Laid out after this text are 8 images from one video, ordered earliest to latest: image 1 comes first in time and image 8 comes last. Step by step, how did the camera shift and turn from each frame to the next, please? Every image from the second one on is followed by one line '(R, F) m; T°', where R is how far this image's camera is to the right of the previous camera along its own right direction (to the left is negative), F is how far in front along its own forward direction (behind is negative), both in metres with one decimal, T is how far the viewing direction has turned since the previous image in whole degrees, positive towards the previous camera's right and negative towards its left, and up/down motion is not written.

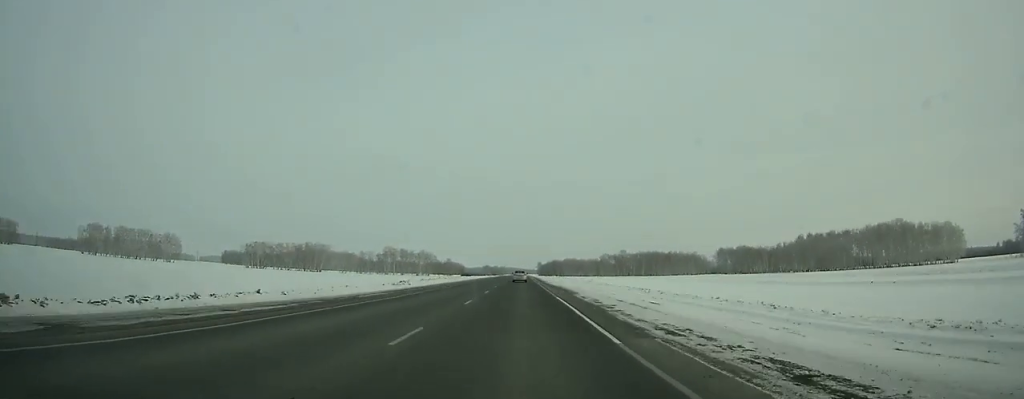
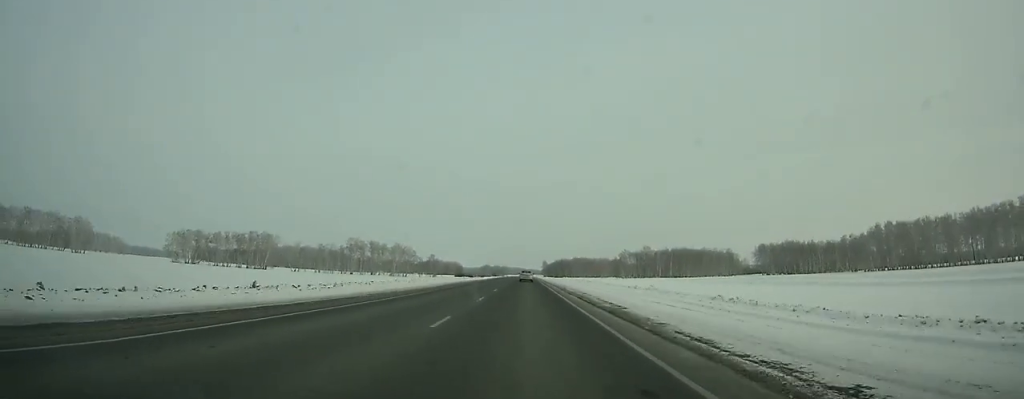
(-0.1, +81.5) m; 0°
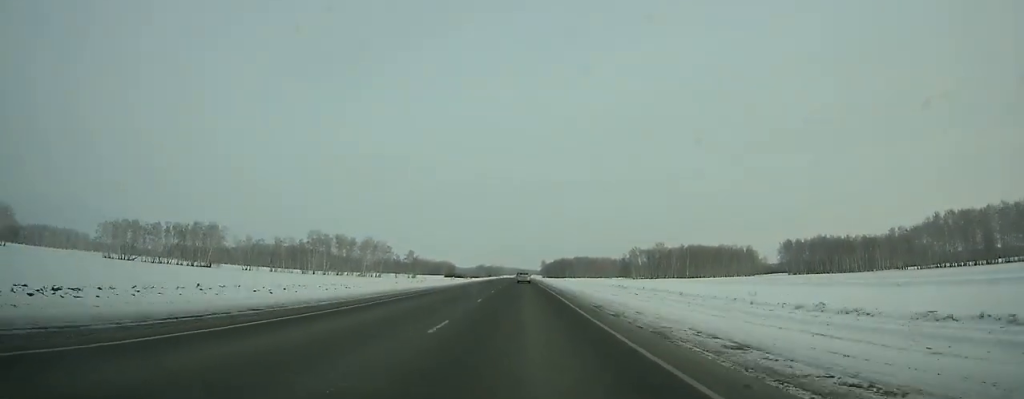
(+0.1, +48.1) m; 0°
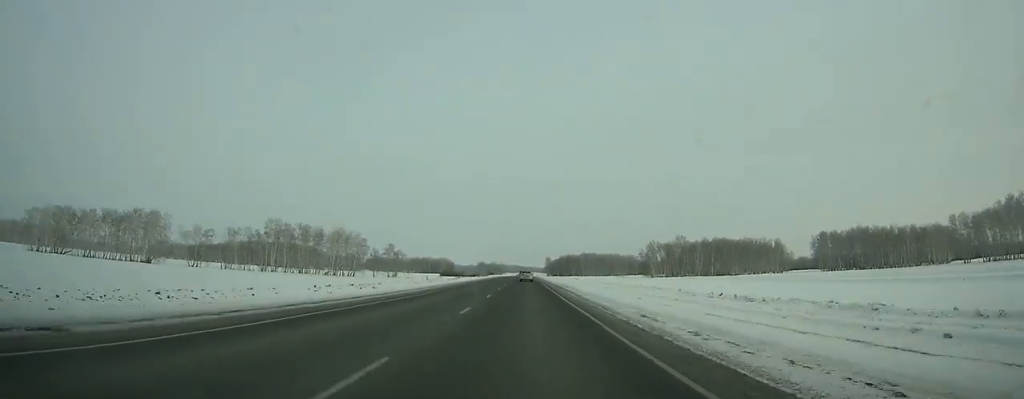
(+0.2, +42.5) m; 0°
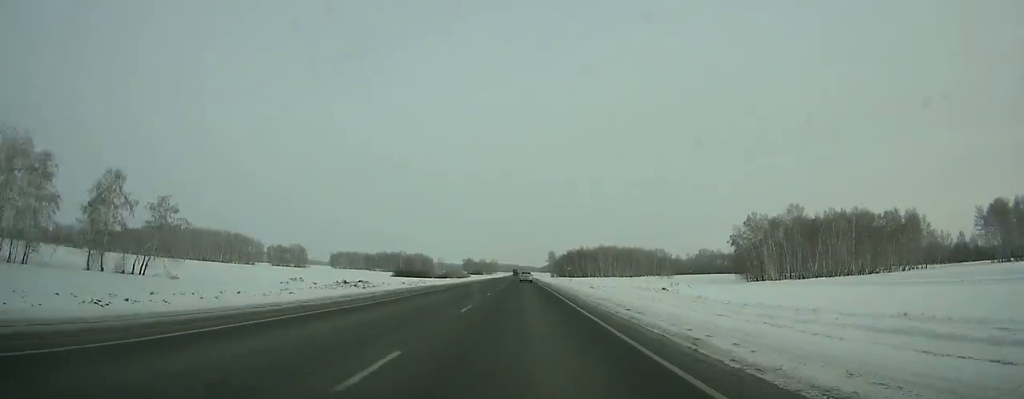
(0.0, +144.7) m; 0°
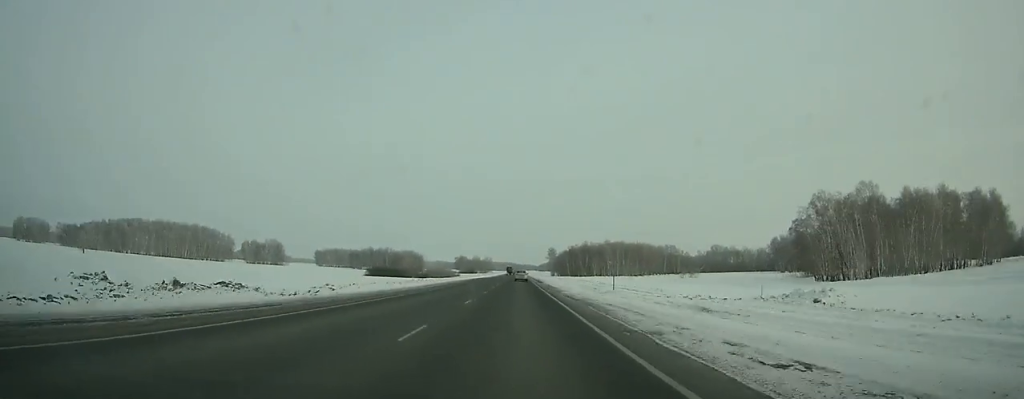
(+0.1, +43.9) m; 0°
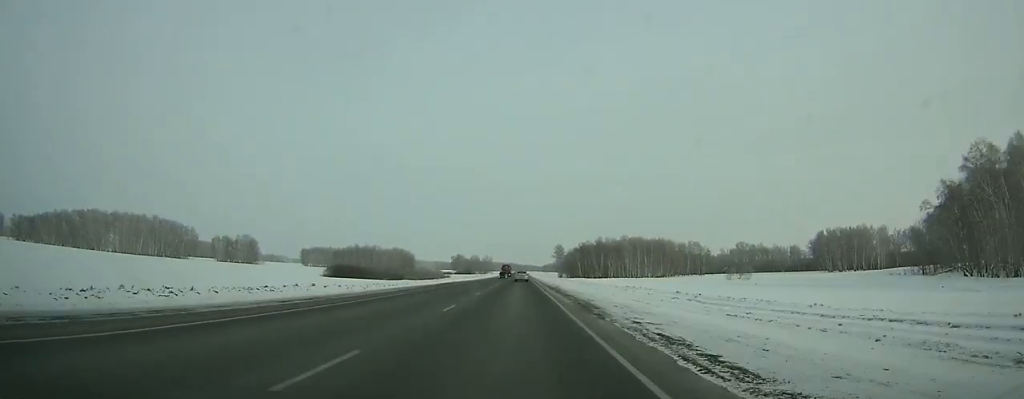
(-0.2, +53.3) m; 0°
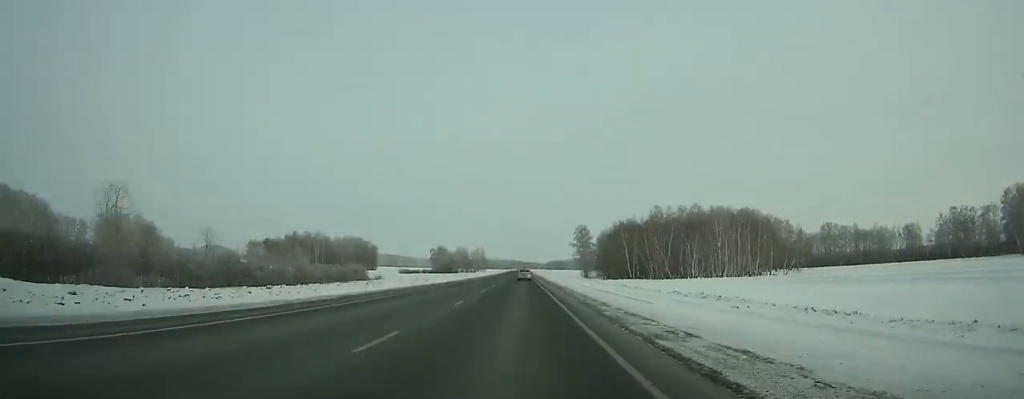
(-0.1, +128.3) m; 0°
